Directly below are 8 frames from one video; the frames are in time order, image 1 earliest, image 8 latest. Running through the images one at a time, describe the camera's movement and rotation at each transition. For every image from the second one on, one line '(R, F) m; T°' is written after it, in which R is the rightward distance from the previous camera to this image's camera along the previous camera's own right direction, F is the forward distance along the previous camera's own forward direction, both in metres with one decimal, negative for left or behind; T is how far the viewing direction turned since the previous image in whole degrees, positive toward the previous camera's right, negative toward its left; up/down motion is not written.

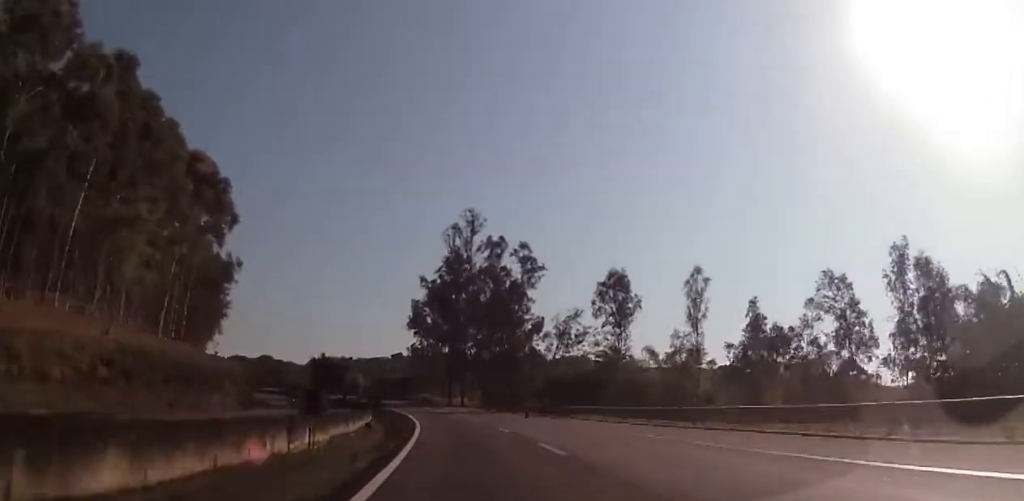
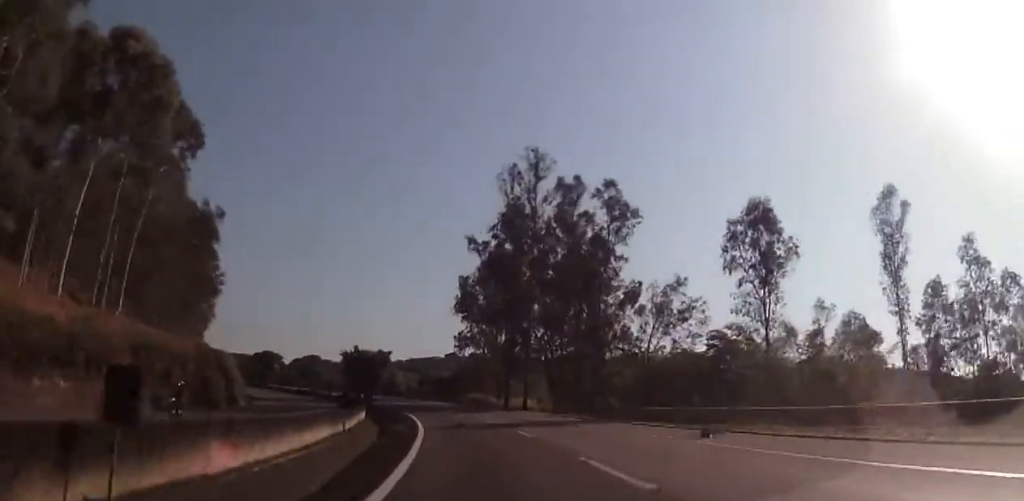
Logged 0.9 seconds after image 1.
(-0.4, +30.0) m; -3°
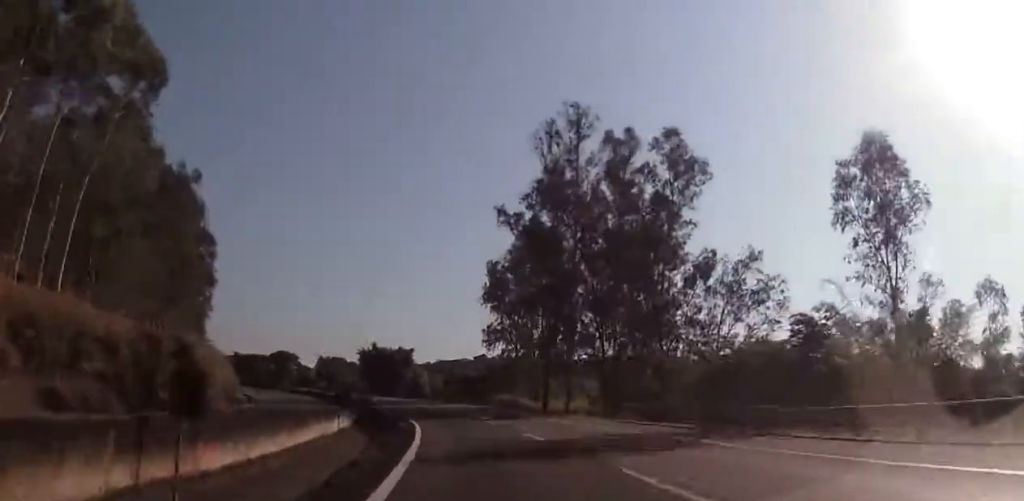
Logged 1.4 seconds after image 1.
(-0.3, +14.6) m; -2°
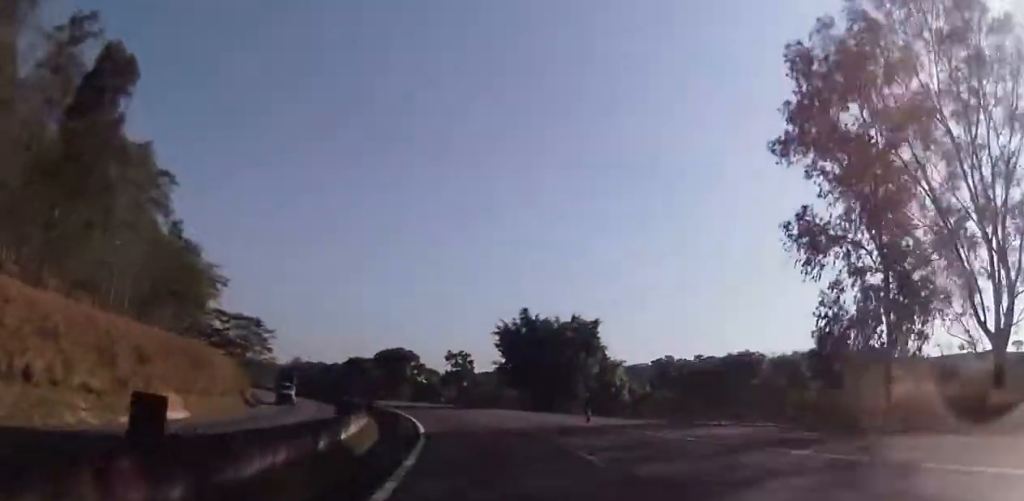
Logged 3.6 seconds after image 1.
(-7.3, +68.5) m; -12°
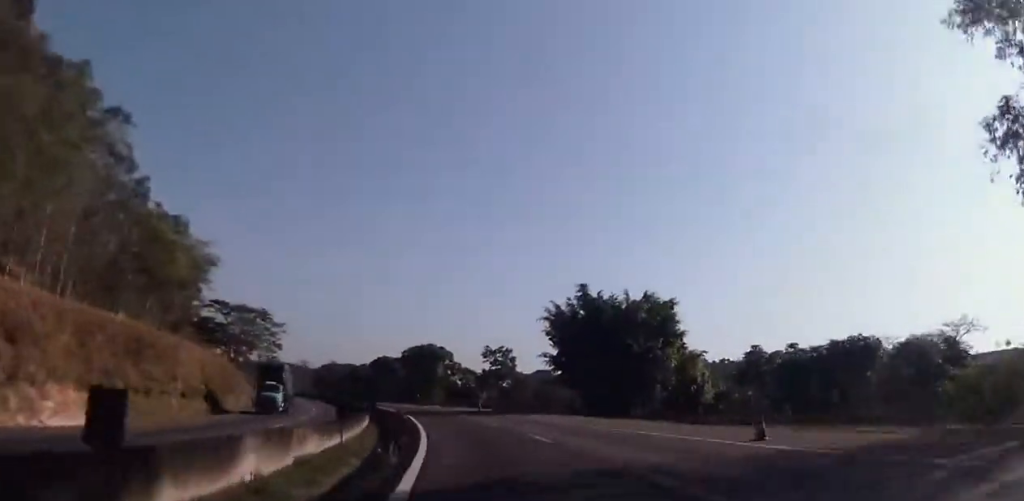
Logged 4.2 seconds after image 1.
(-0.7, +17.1) m; -4°
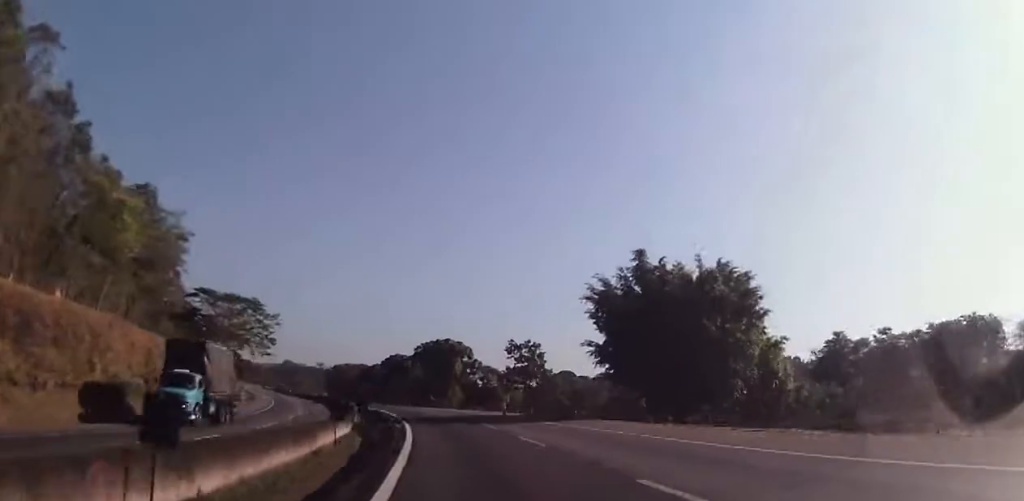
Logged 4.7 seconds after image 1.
(+0.1, +14.1) m; -3°
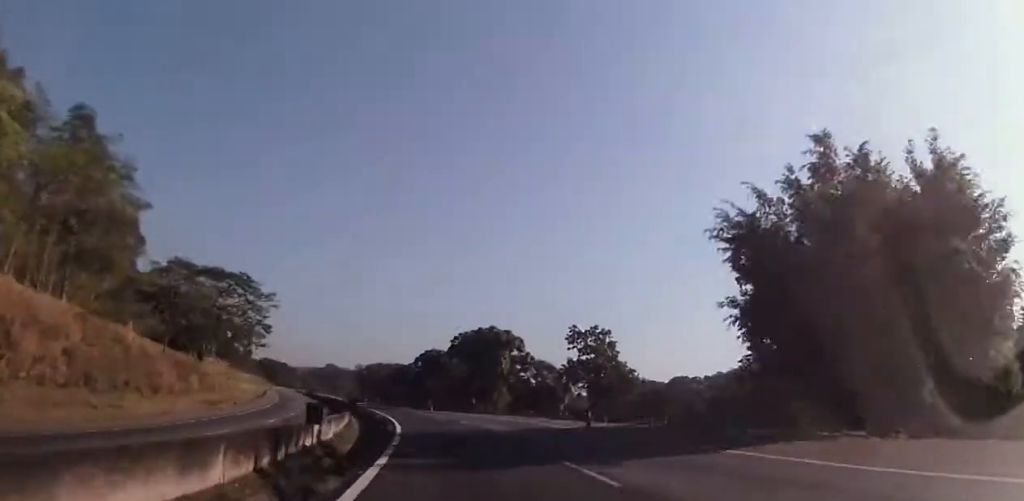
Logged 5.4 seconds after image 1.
(-1.3, +20.8) m; -4°
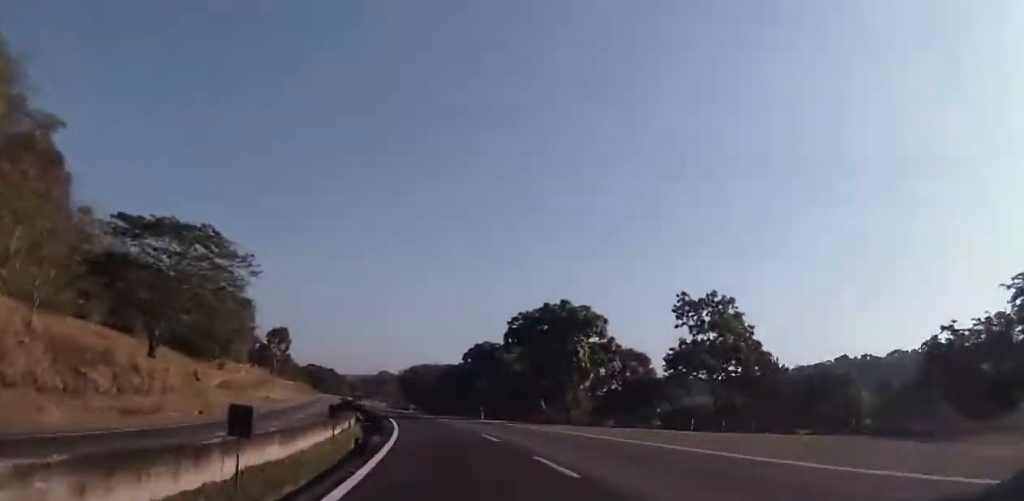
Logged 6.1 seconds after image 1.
(-0.9, +22.7) m; -4°
